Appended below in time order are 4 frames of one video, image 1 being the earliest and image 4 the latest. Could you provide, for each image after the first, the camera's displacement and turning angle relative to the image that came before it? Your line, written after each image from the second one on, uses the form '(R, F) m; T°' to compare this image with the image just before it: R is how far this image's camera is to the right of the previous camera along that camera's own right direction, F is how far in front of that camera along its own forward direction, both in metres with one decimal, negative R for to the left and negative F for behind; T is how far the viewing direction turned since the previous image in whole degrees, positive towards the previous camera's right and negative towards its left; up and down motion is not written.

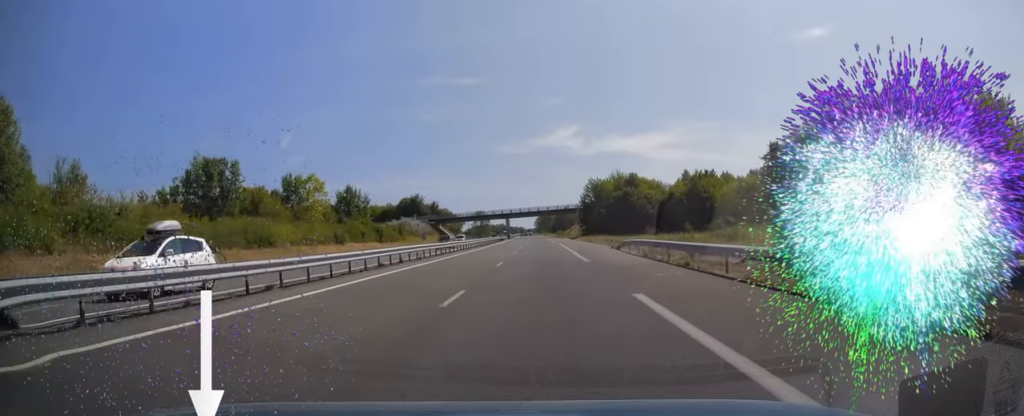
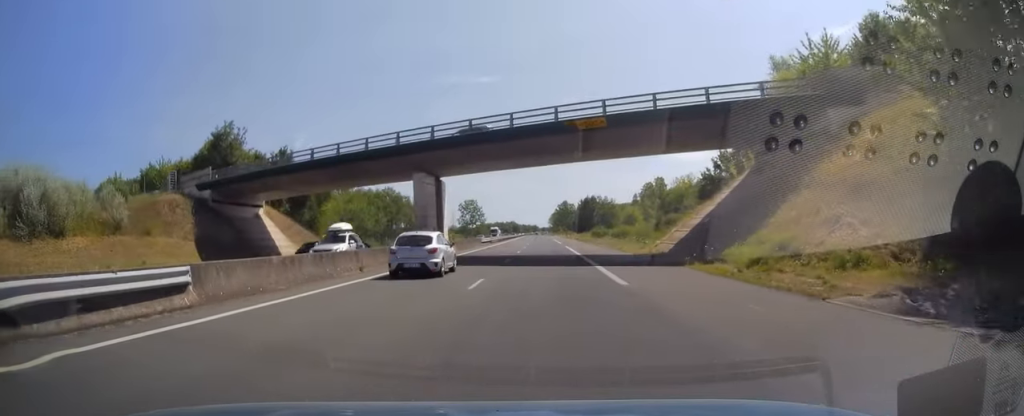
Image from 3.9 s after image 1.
(-1.8, +115.0) m; -2°
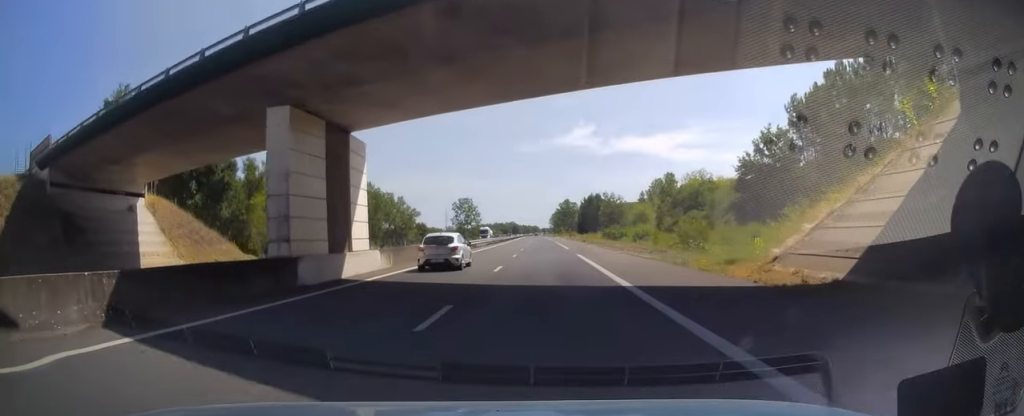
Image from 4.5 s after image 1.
(-0.2, +19.2) m; 0°
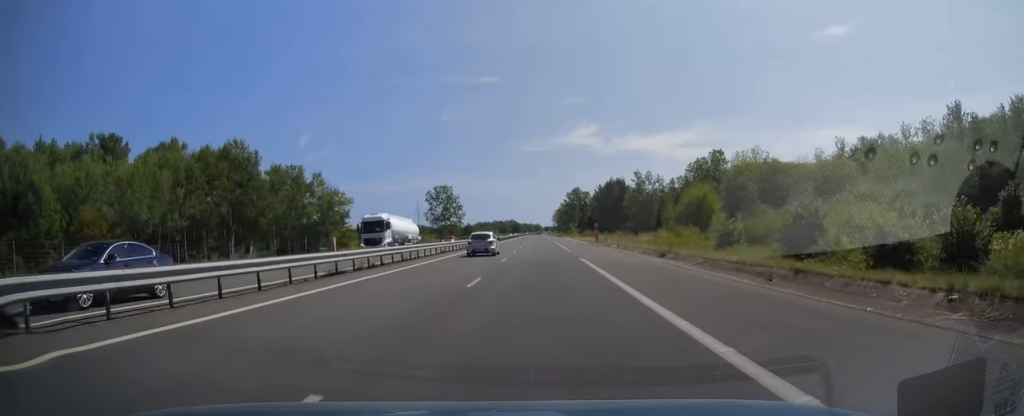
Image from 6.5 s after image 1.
(-0.1, +59.0) m; 0°
